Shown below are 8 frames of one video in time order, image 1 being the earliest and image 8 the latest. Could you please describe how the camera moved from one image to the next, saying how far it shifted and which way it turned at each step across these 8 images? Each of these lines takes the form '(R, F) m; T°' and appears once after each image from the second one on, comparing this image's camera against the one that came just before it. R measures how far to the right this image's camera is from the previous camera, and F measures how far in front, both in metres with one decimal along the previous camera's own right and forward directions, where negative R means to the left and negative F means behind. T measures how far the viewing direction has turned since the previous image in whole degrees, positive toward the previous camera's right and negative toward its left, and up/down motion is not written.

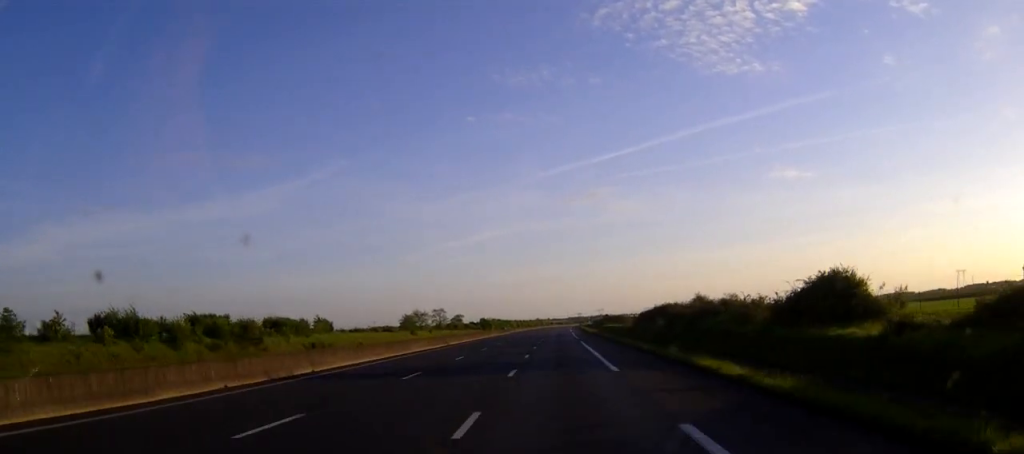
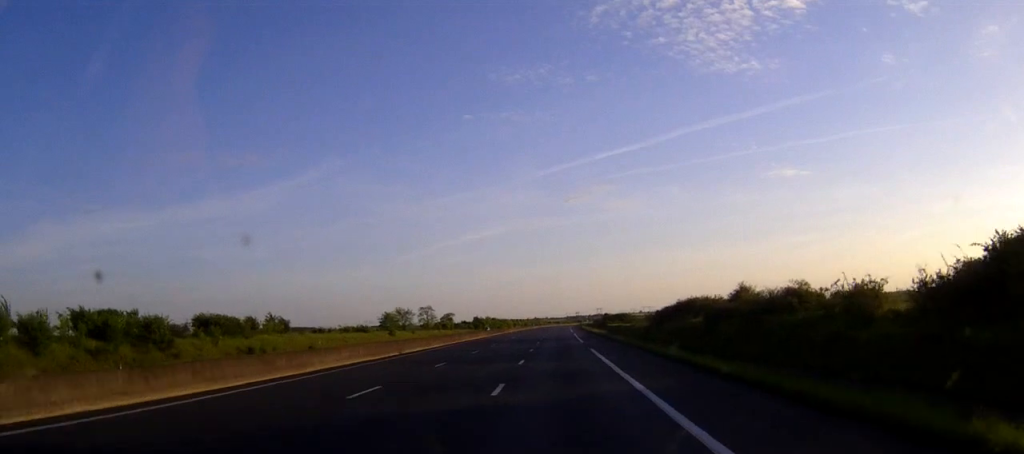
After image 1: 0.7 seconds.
(+0.1, +19.7) m; 0°
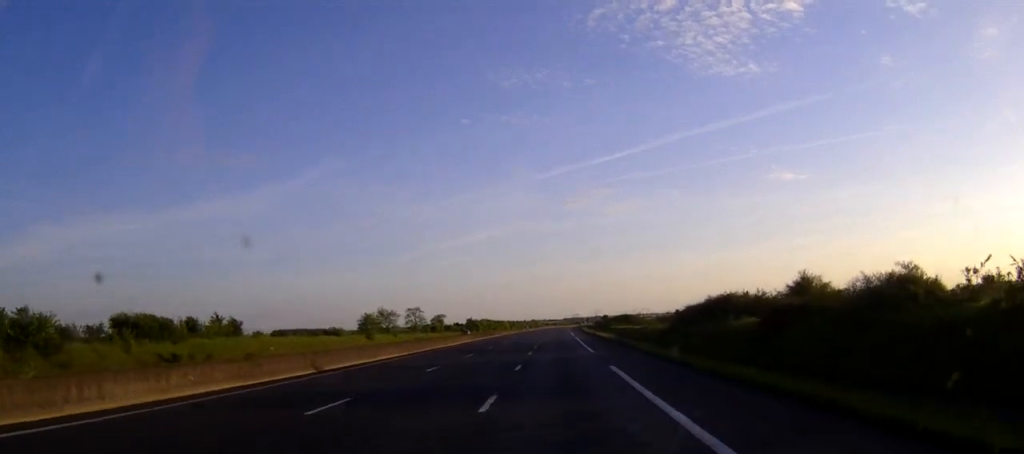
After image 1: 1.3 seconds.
(-0.1, +16.1) m; 0°
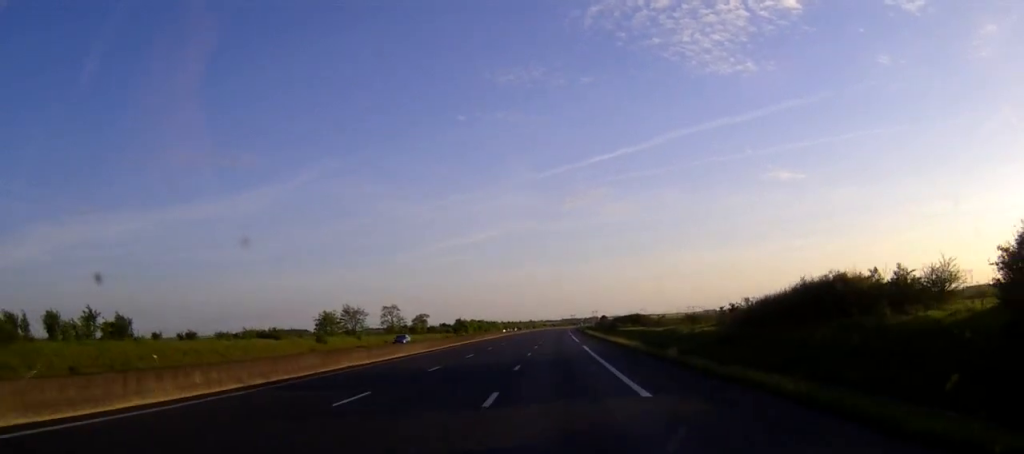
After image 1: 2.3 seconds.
(+0.1, +25.2) m; 0°
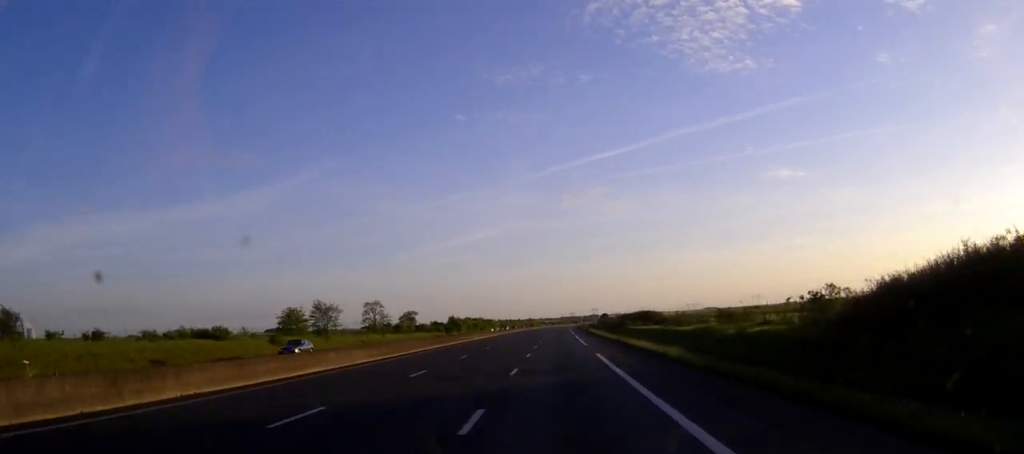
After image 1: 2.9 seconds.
(0.0, +17.1) m; 0°
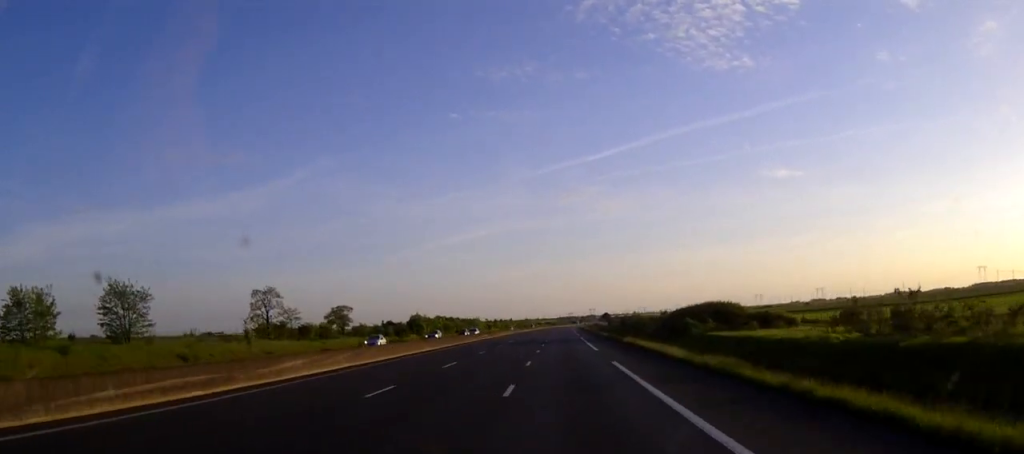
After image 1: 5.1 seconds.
(+0.2, +59.5) m; +1°
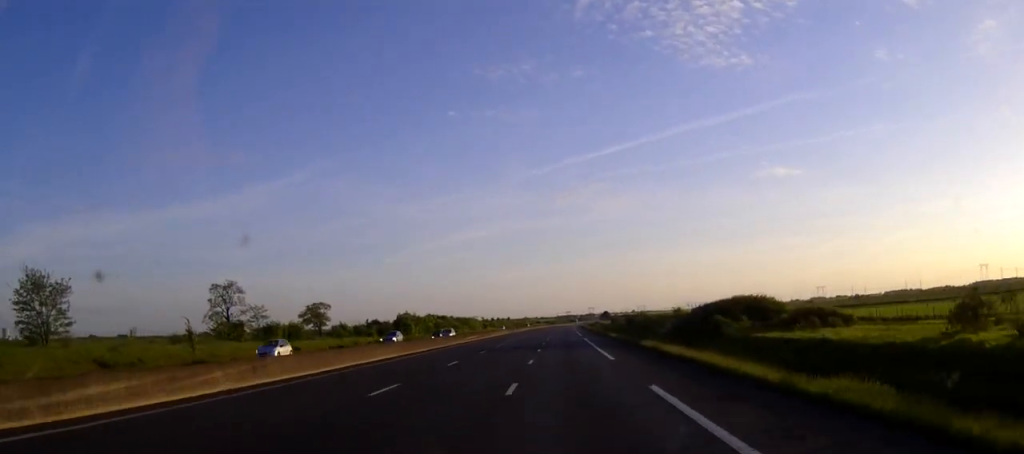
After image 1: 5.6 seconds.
(0.0, +12.6) m; 0°
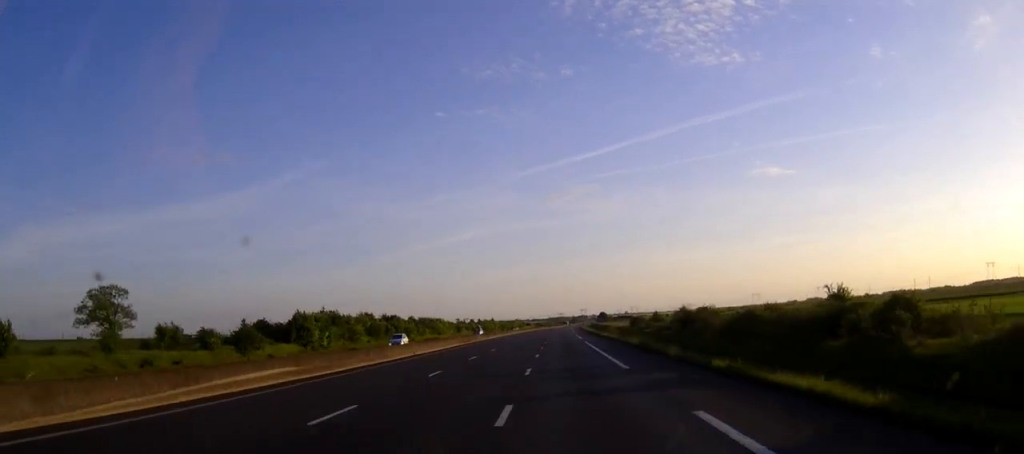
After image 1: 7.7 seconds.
(+0.3, +57.8) m; +1°
